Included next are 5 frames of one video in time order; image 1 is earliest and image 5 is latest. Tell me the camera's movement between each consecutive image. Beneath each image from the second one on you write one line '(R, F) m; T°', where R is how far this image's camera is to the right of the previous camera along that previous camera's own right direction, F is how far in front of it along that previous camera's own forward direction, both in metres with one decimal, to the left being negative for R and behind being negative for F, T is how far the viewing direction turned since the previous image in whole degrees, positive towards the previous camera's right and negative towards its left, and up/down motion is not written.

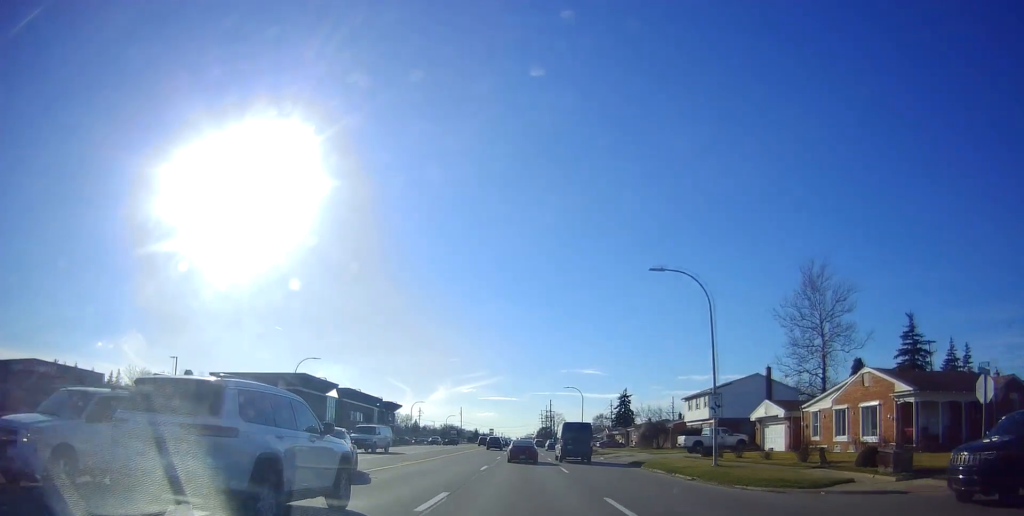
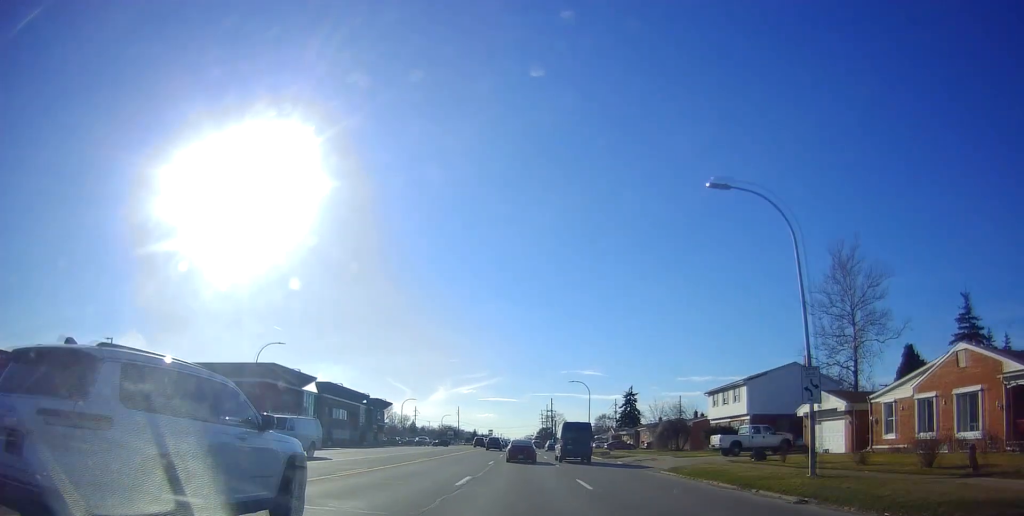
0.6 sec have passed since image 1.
(+0.2, +8.4) m; 0°
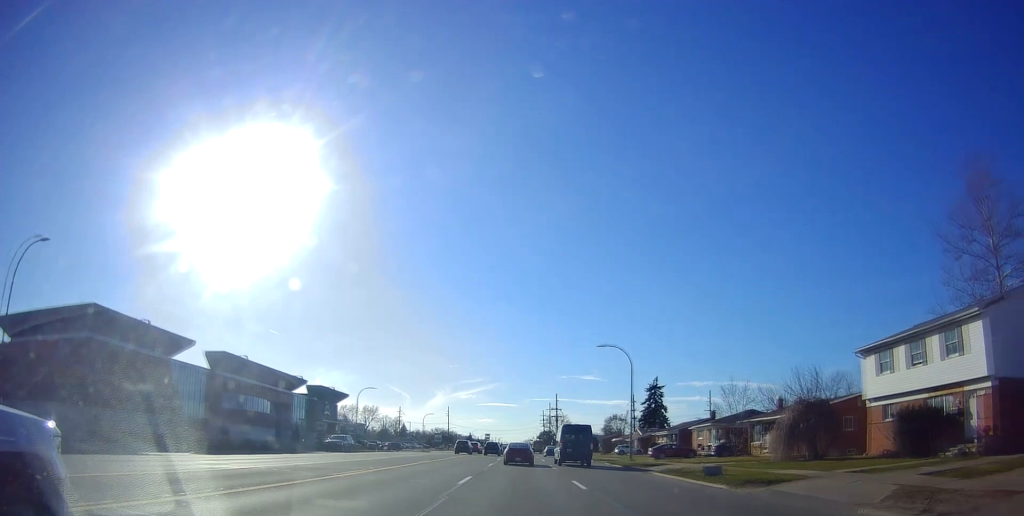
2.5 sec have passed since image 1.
(-0.1, +29.3) m; -1°
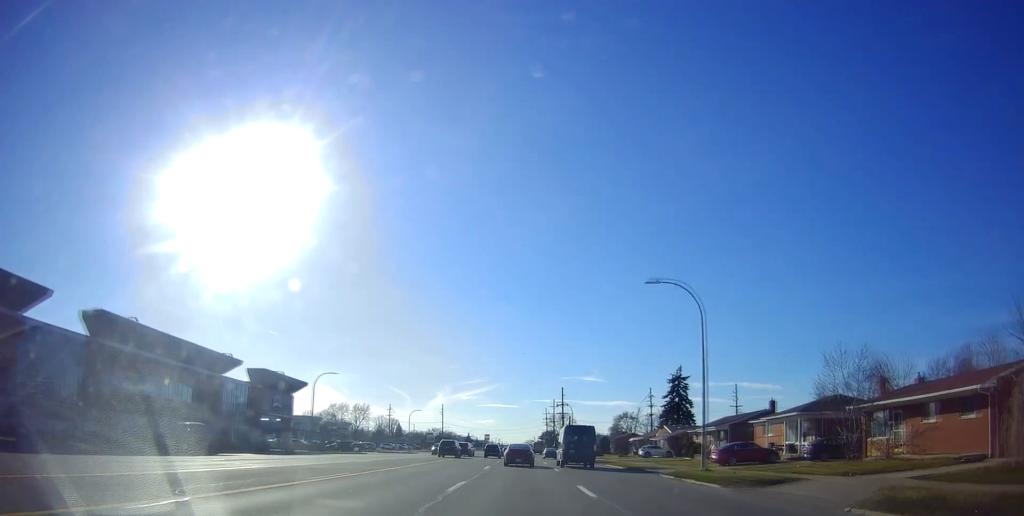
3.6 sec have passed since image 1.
(-0.2, +18.2) m; -1°
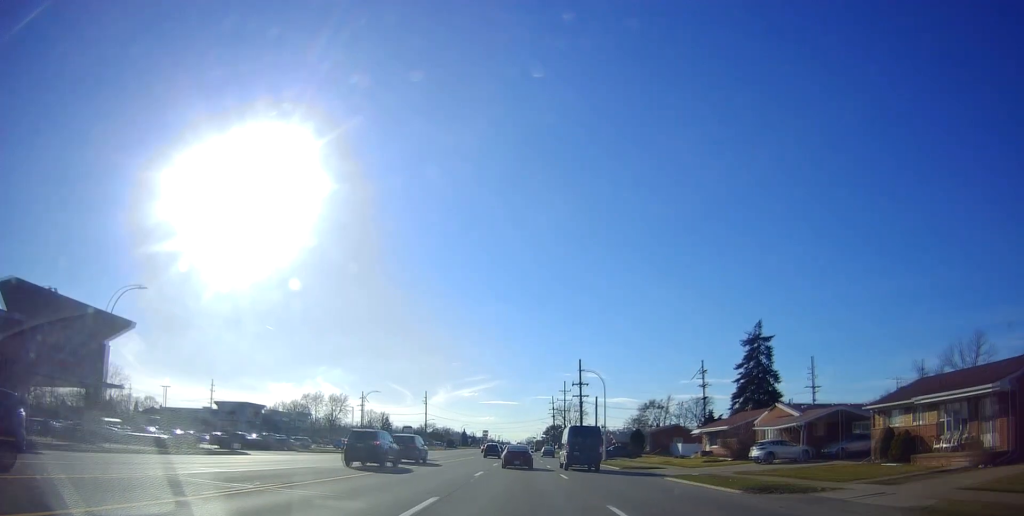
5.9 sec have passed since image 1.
(+0.5, +35.4) m; +1°
